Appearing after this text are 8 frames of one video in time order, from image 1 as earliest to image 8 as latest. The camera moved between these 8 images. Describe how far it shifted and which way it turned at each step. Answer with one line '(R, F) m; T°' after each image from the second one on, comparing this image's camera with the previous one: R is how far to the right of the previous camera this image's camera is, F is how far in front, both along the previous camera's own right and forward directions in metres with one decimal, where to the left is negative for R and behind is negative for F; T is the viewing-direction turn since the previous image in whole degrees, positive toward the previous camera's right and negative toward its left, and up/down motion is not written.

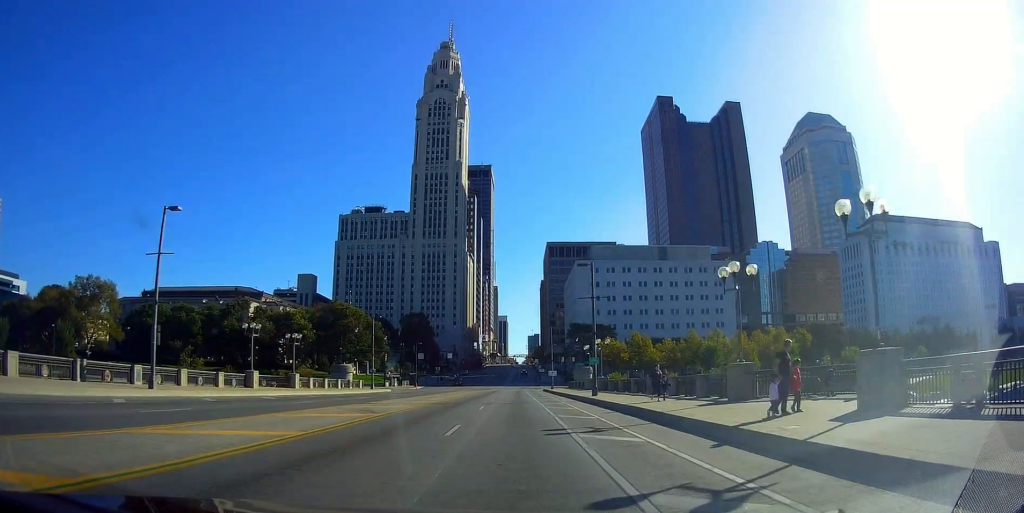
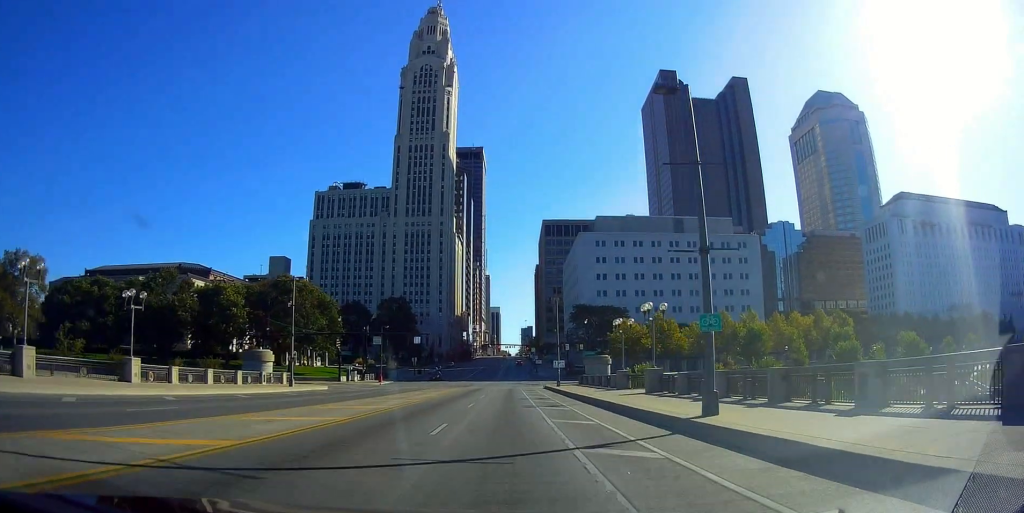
(+0.8, +23.8) m; +4°
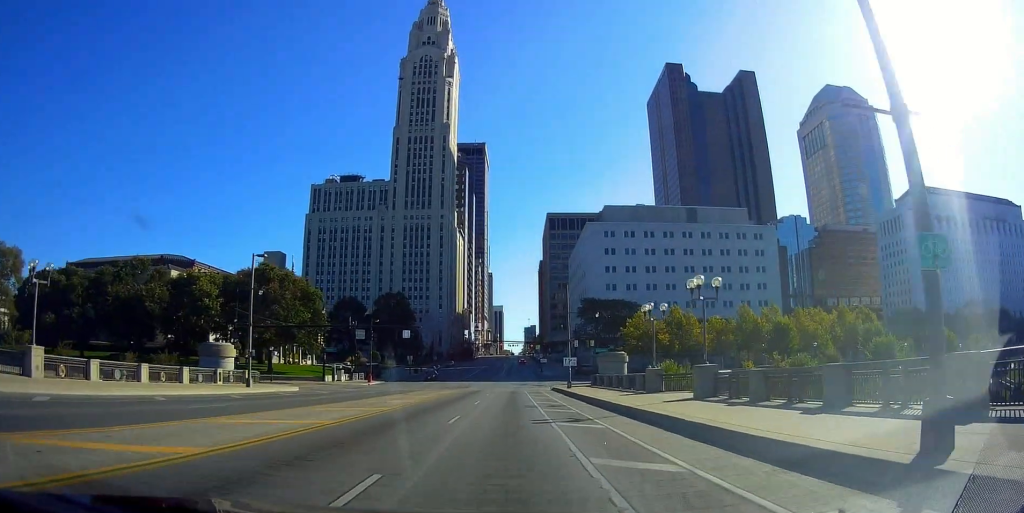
(0.0, +8.3) m; 0°
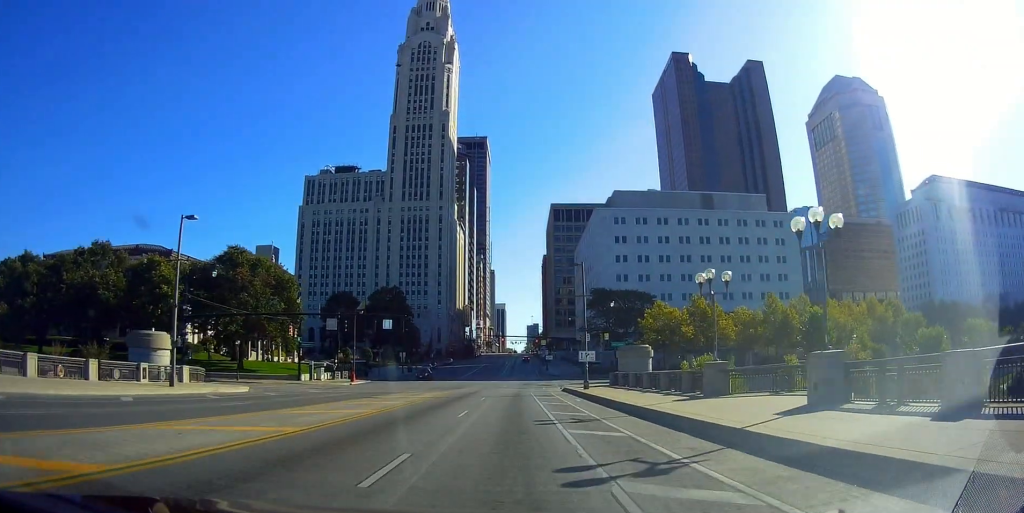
(0.0, +10.0) m; 0°
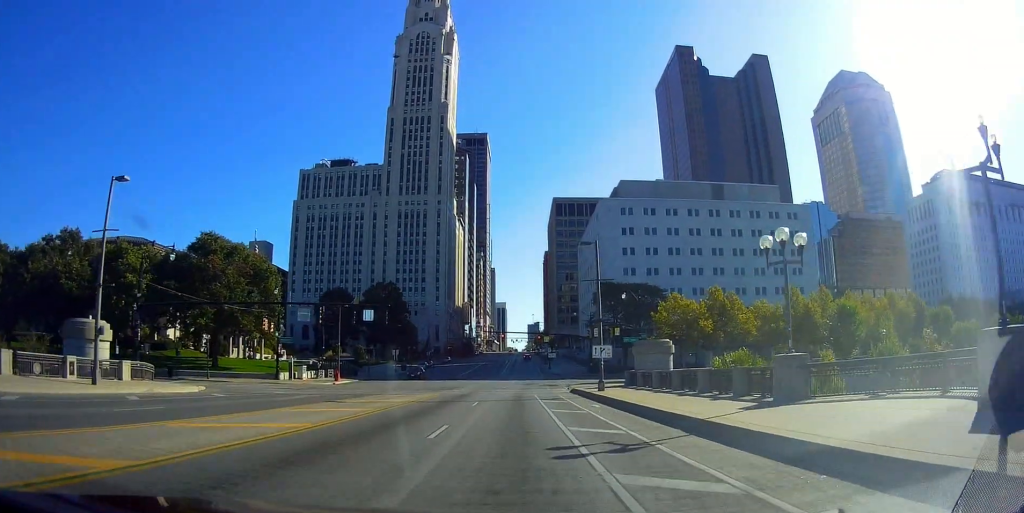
(0.0, +6.9) m; 0°
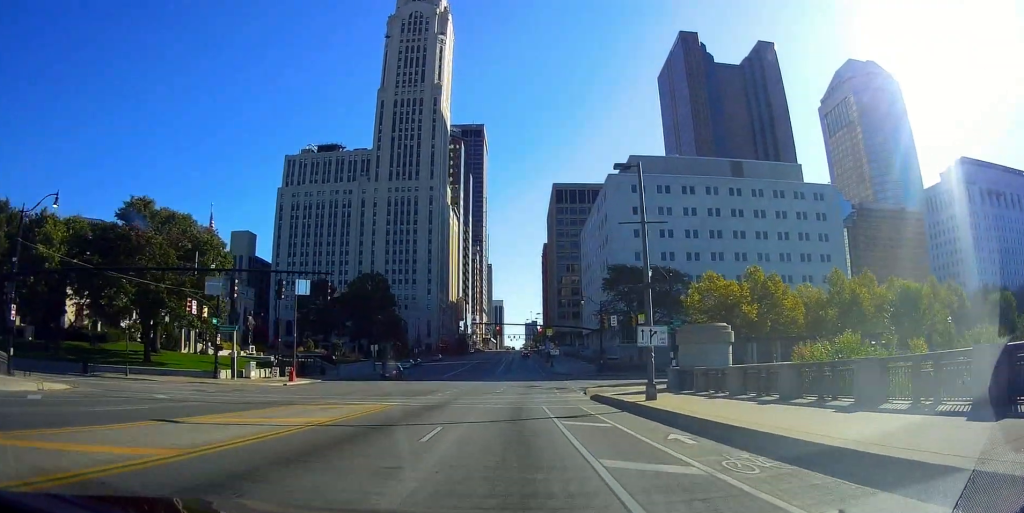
(-0.1, +13.7) m; -1°
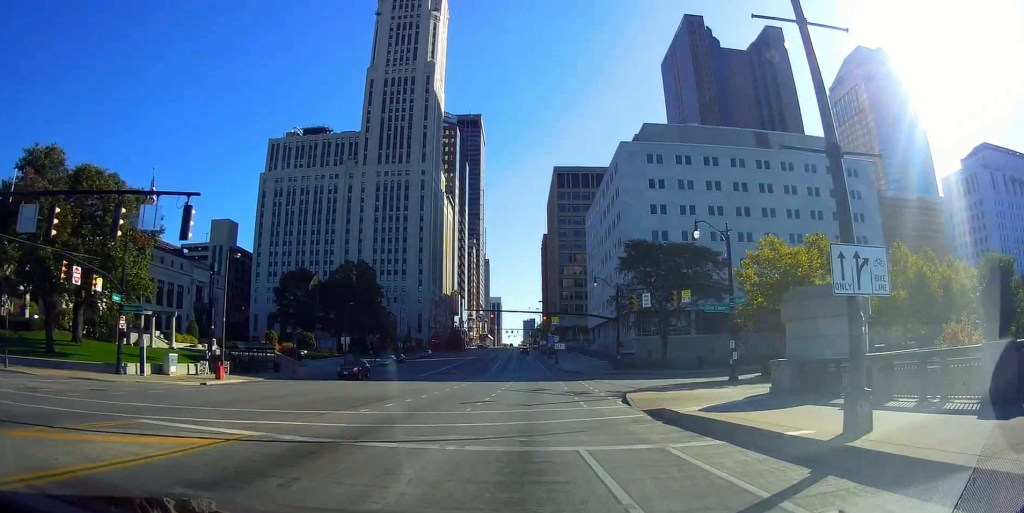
(-0.1, +15.4) m; -2°
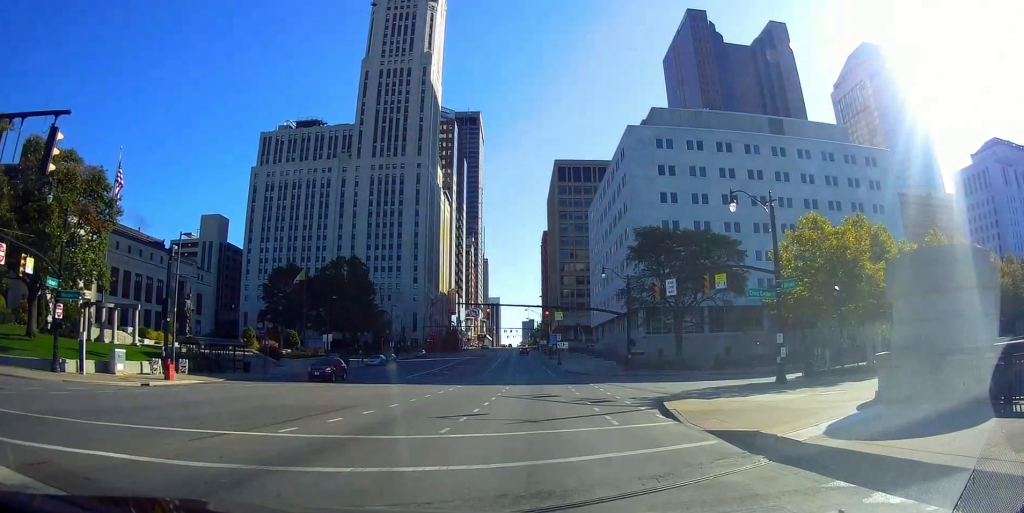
(-0.3, +9.0) m; +2°
